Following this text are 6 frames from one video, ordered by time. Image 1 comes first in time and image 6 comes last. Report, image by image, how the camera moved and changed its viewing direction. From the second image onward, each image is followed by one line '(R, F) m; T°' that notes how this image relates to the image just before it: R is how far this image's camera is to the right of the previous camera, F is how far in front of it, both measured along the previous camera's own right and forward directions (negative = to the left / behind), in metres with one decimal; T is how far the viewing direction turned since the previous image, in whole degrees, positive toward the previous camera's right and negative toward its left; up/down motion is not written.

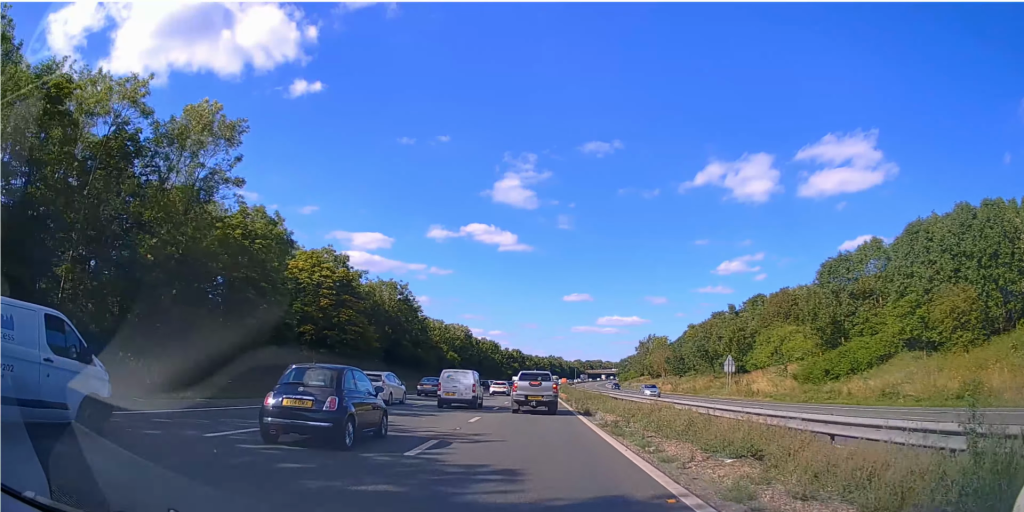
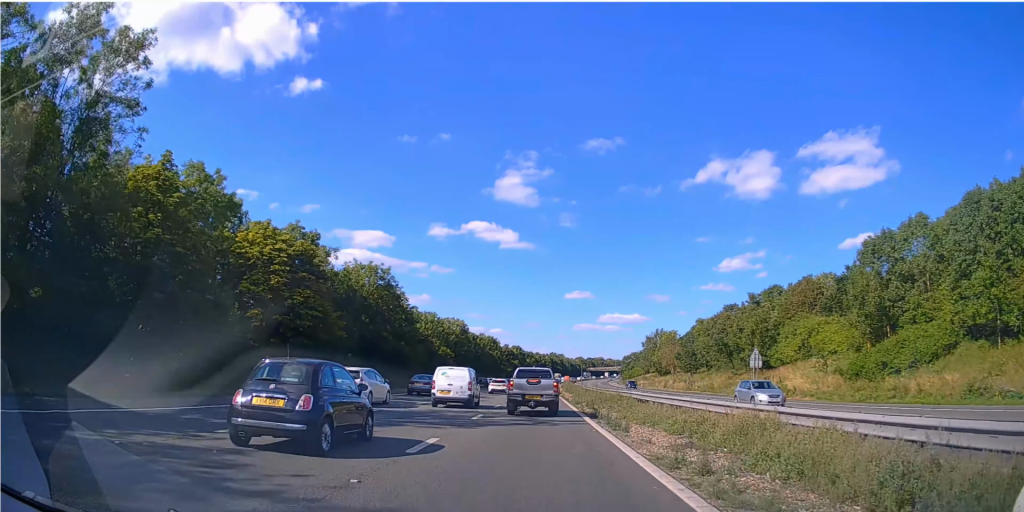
(0.0, +9.2) m; 0°
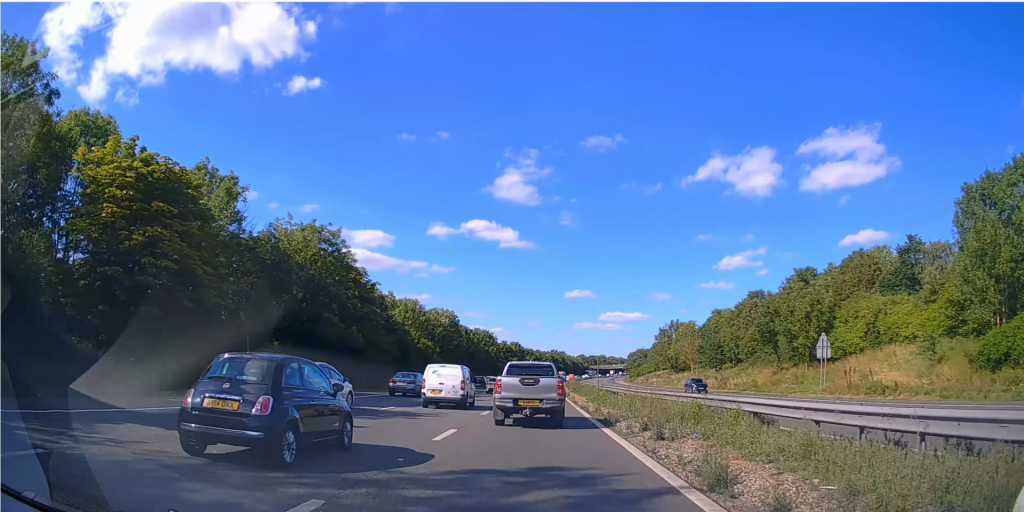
(+0.1, +16.6) m; 0°
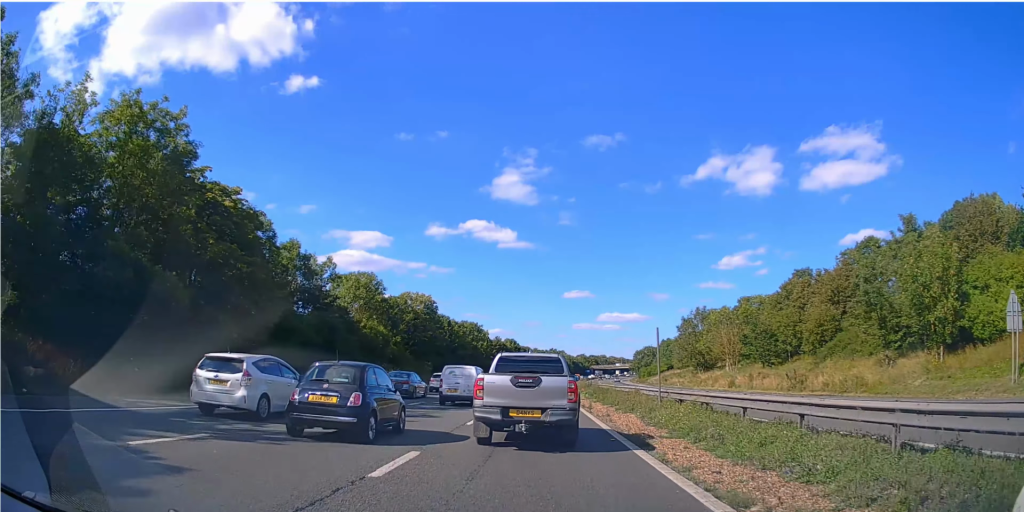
(0.0, +21.8) m; 0°
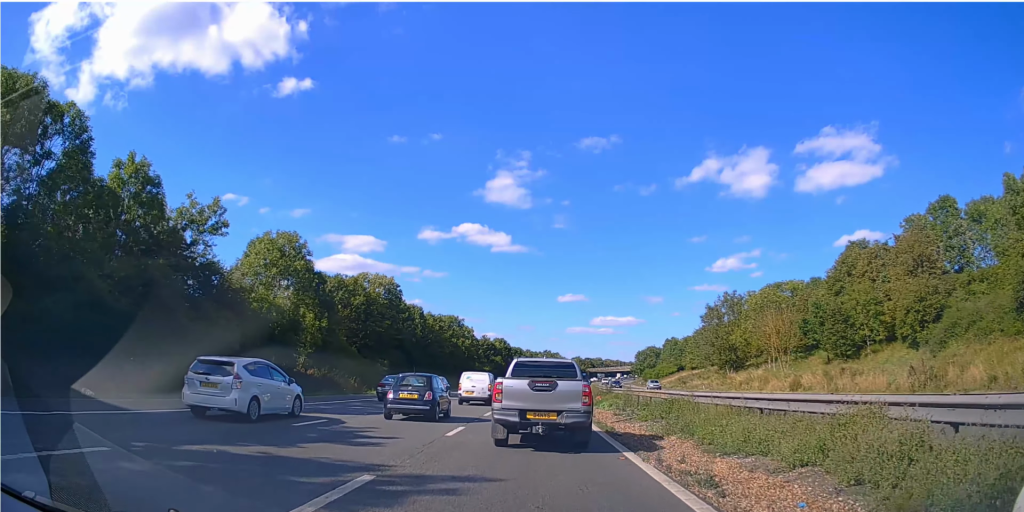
(+0.2, +21.9) m; +1°
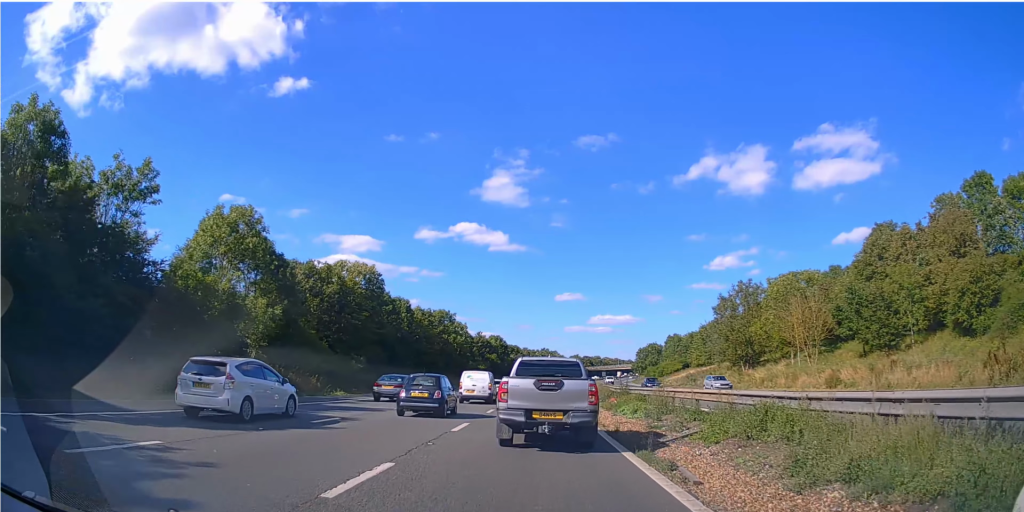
(0.0, +8.4) m; 0°
